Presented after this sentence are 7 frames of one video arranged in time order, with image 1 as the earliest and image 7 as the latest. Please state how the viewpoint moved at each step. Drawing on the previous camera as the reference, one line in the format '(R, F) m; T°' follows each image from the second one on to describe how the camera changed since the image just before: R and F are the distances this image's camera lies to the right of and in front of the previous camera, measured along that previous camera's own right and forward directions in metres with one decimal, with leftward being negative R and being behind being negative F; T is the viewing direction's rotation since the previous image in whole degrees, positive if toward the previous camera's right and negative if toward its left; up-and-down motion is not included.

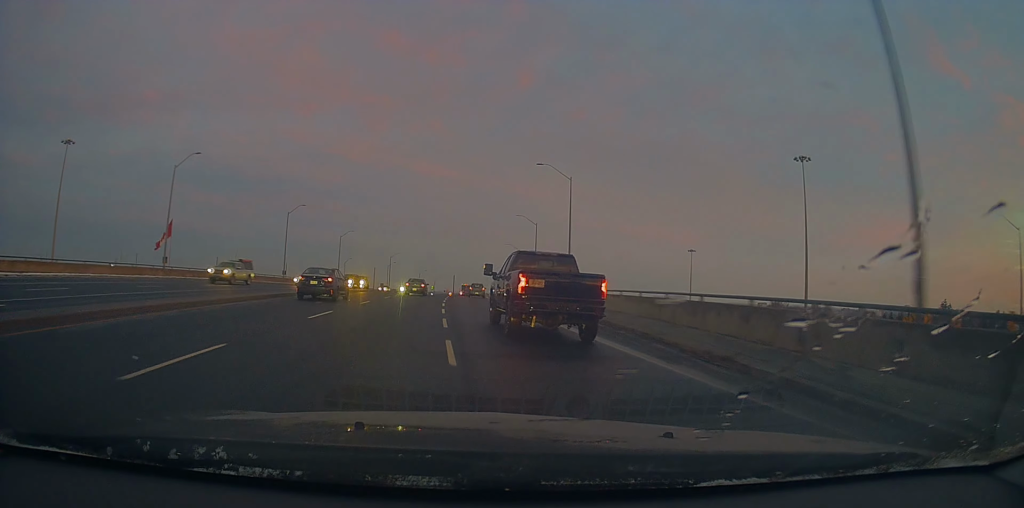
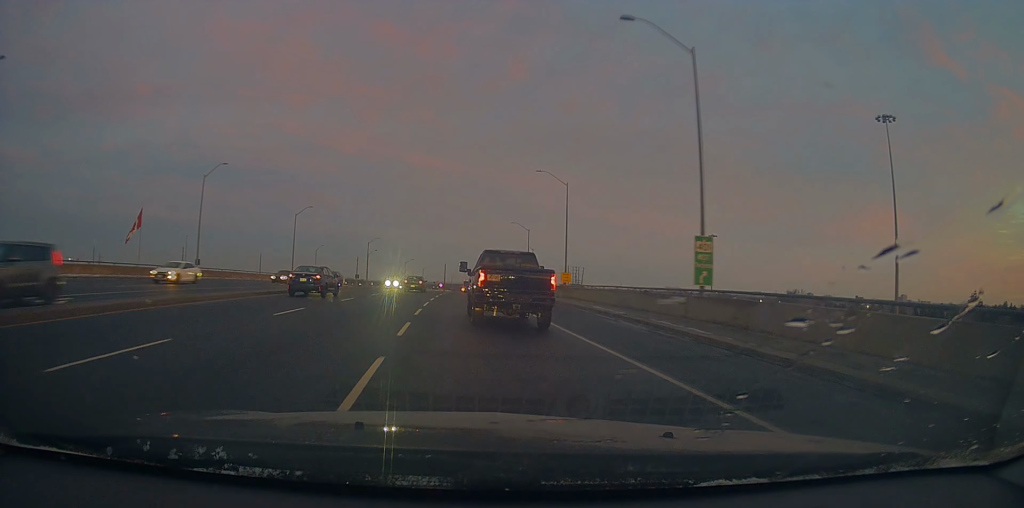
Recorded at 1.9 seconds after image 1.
(+0.7, +27.7) m; +1°
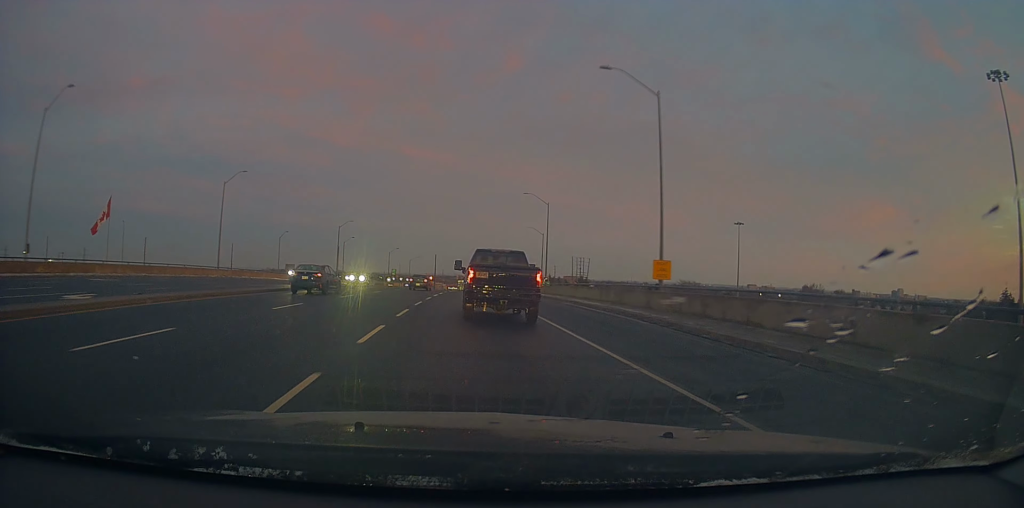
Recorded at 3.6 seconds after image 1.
(-0.1, +26.4) m; +1°
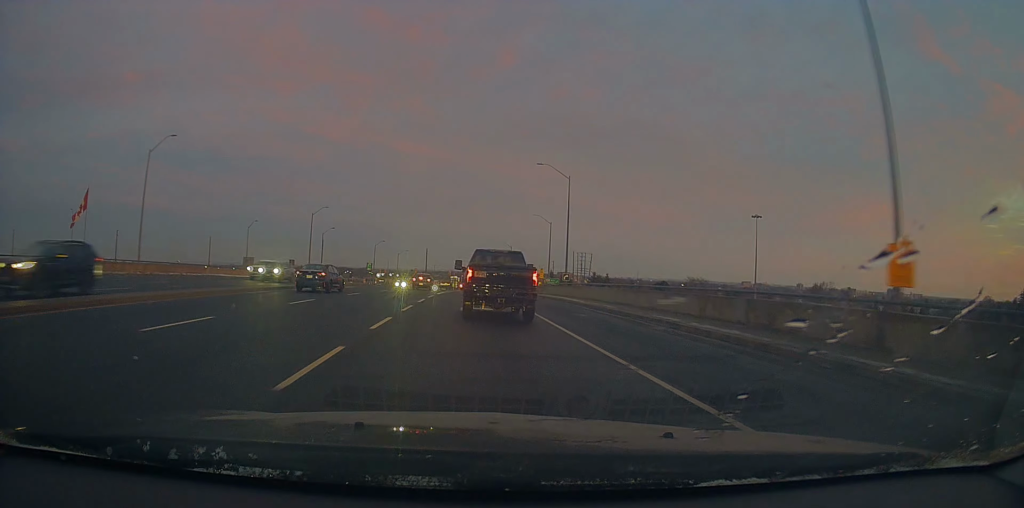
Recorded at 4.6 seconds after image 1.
(+0.3, +16.7) m; +2°
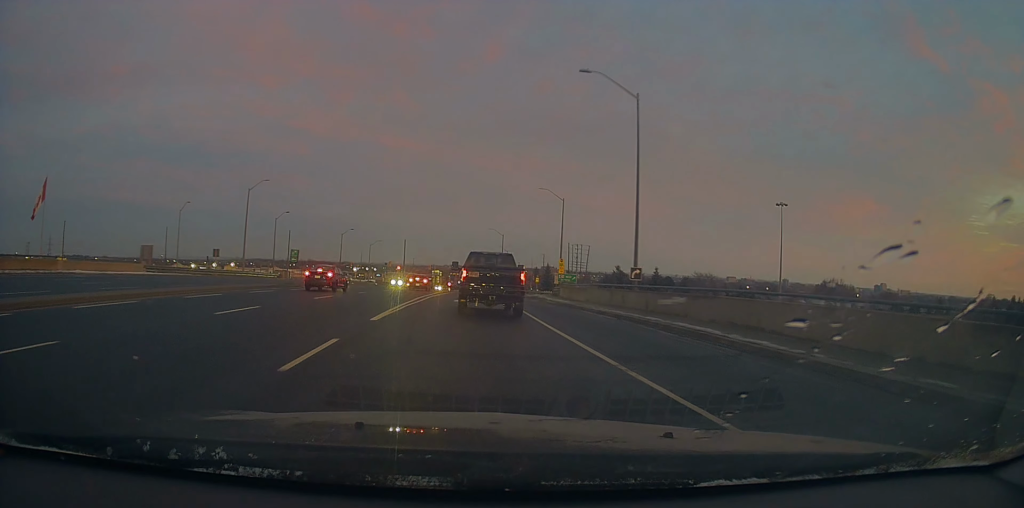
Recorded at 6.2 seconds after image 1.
(+0.2, +24.3) m; 0°
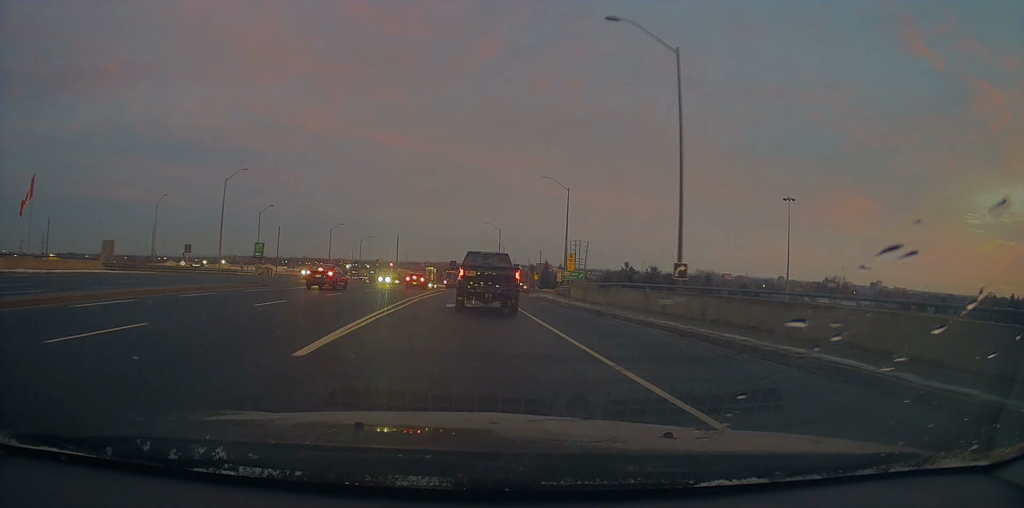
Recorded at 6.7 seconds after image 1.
(0.0, +6.3) m; +1°
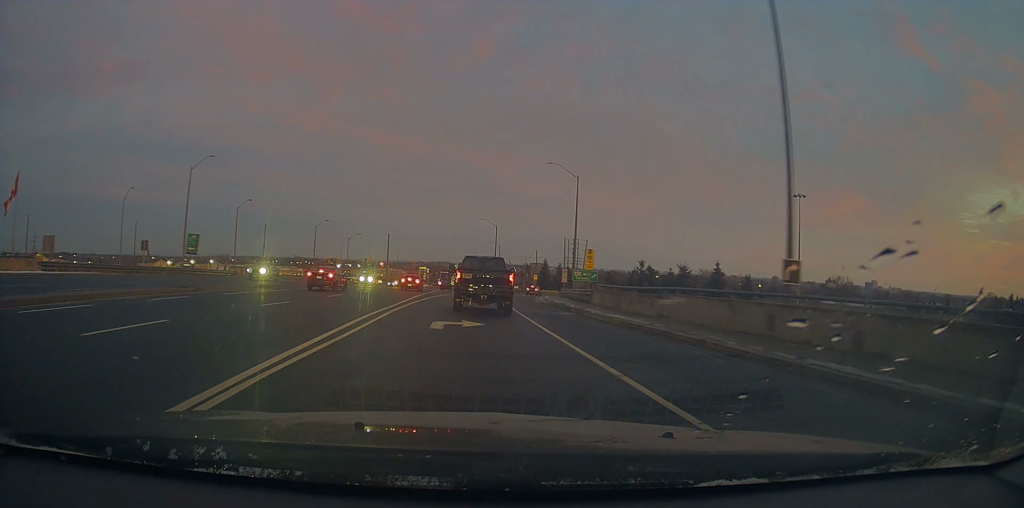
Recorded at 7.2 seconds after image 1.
(-0.1, +8.2) m; +1°
